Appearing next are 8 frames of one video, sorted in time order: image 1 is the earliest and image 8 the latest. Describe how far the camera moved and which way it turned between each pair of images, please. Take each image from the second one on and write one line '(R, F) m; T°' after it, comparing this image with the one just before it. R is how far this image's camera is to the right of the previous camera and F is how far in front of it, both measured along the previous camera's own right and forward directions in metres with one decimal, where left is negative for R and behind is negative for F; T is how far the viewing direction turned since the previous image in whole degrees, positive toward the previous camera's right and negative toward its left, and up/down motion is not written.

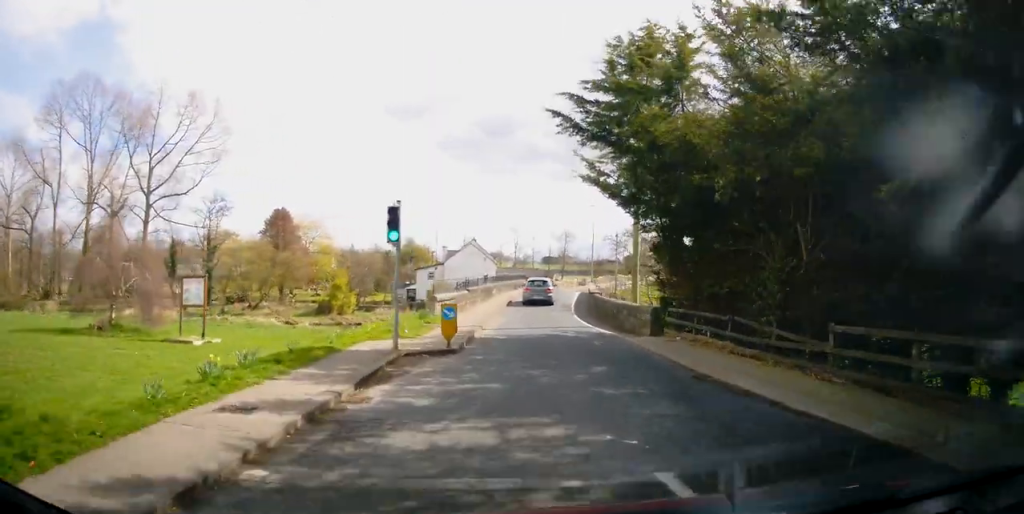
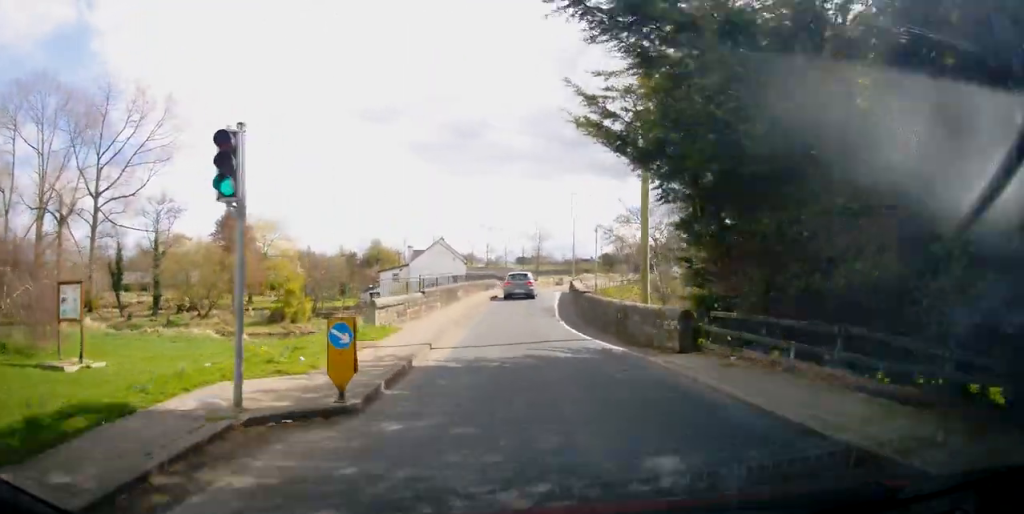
(-0.3, +6.5) m; +1°
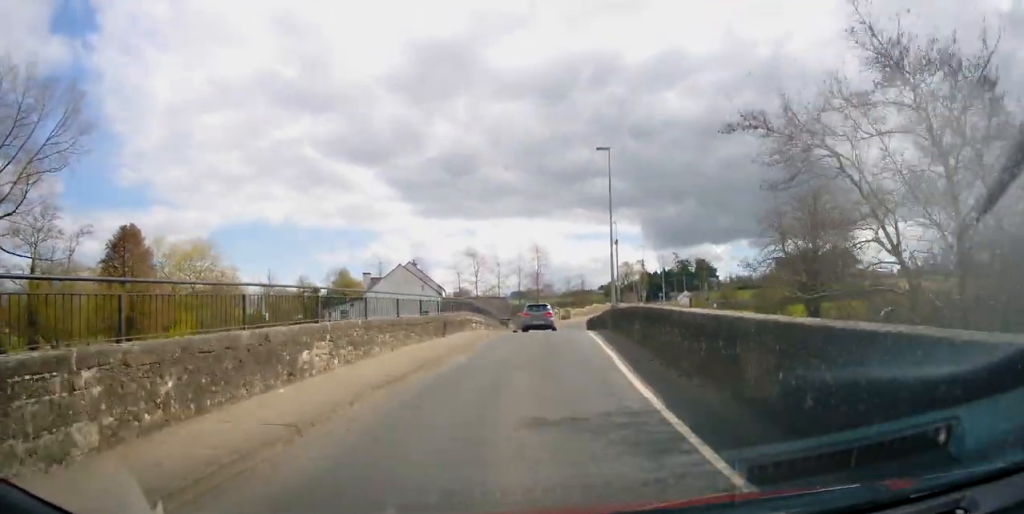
(+0.1, +20.0) m; +2°
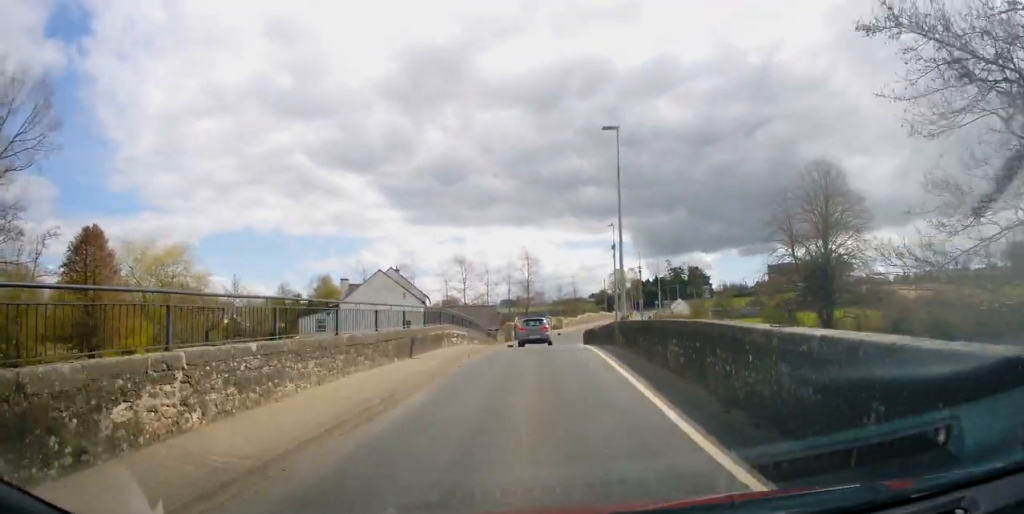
(+0.3, +4.3) m; +1°
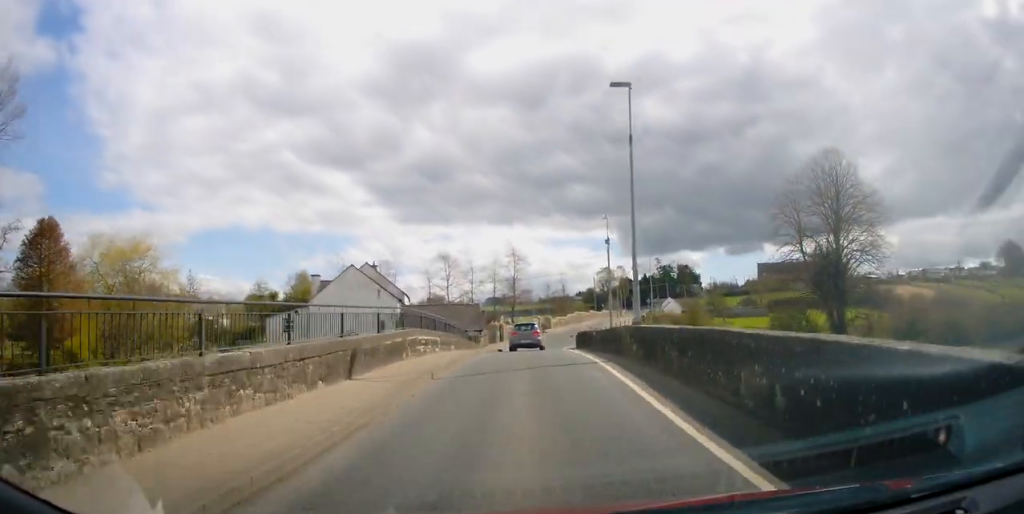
(+0.2, +4.3) m; +1°
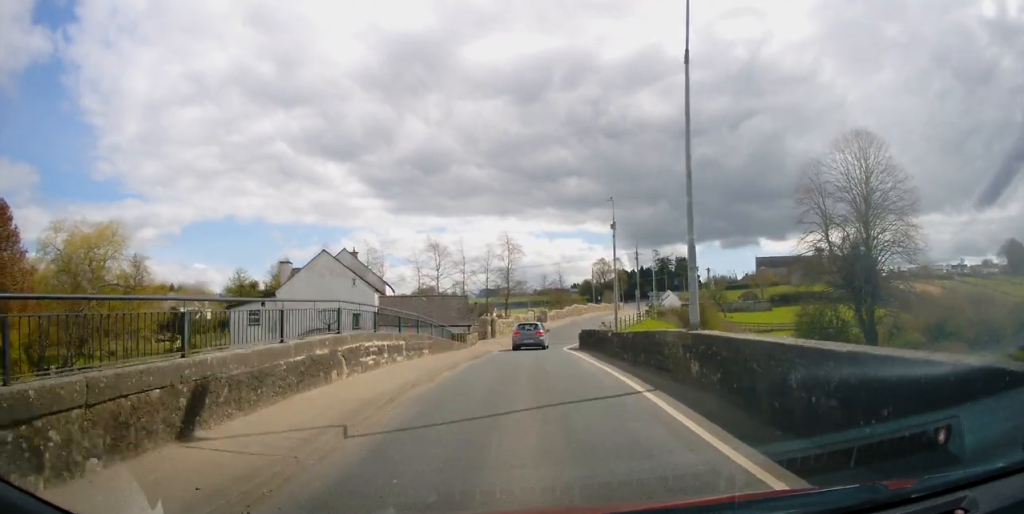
(-0.1, +5.5) m; 0°
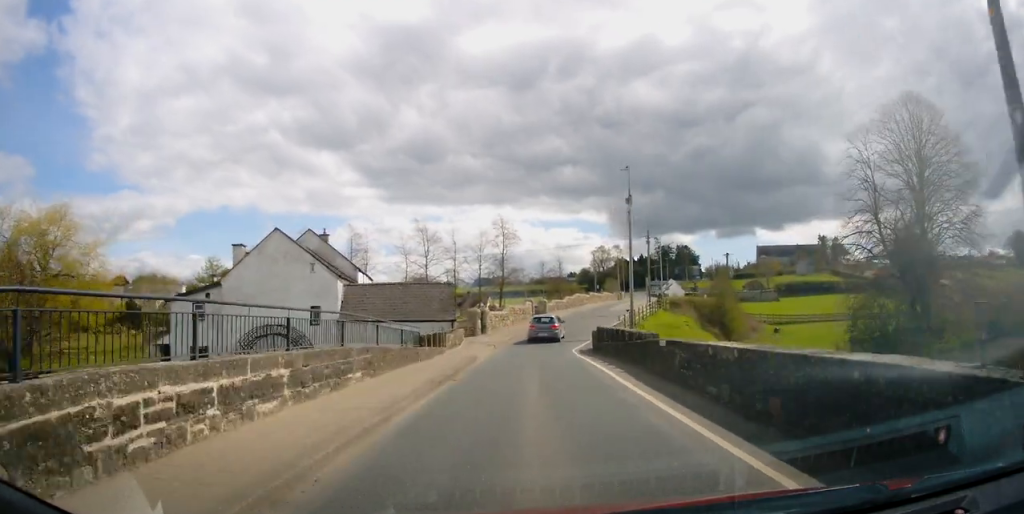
(0.0, +7.6) m; 0°
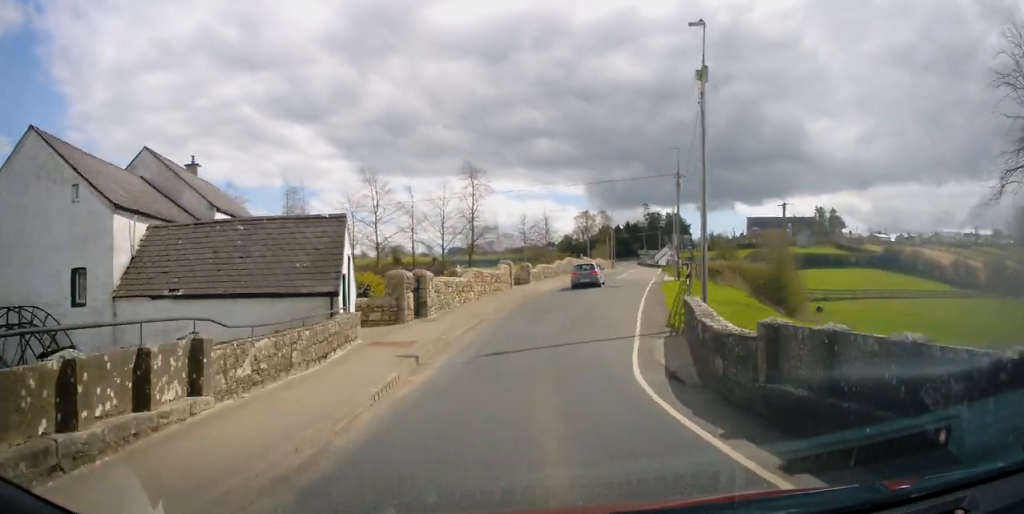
(+0.3, +17.6) m; +1°
